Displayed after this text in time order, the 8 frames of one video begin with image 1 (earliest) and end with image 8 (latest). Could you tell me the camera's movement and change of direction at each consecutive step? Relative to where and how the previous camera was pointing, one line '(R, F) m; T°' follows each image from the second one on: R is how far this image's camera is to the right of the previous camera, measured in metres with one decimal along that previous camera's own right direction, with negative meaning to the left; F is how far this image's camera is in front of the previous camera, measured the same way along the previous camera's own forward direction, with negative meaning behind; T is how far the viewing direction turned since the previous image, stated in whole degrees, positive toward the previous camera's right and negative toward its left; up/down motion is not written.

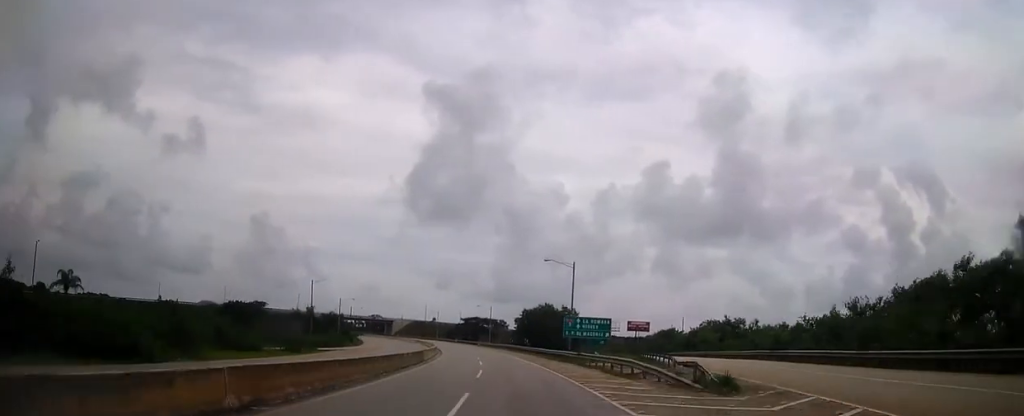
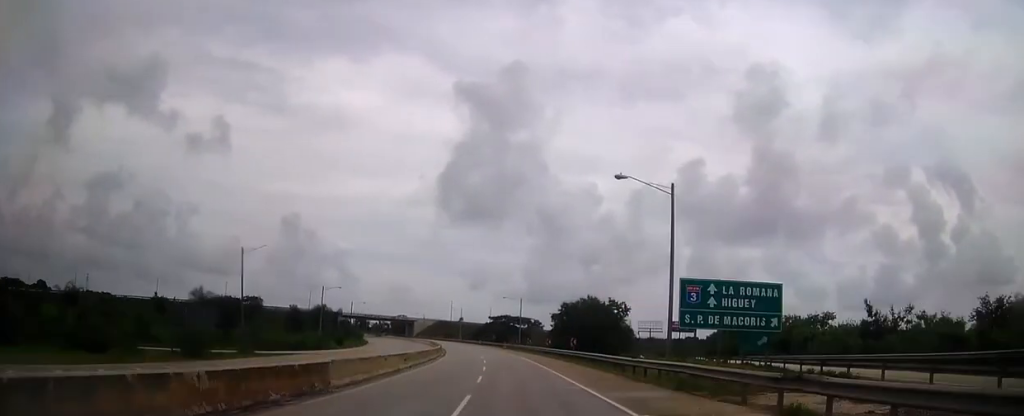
(-1.3, +29.0) m; -3°
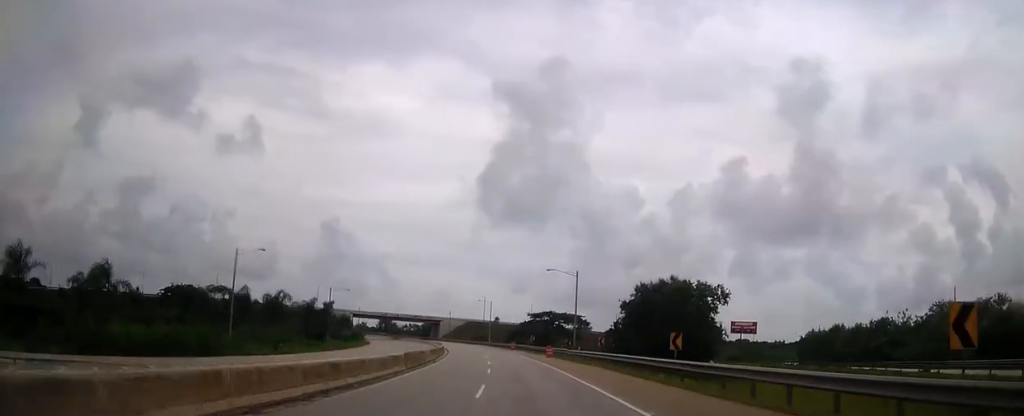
(-0.6, +39.5) m; -4°
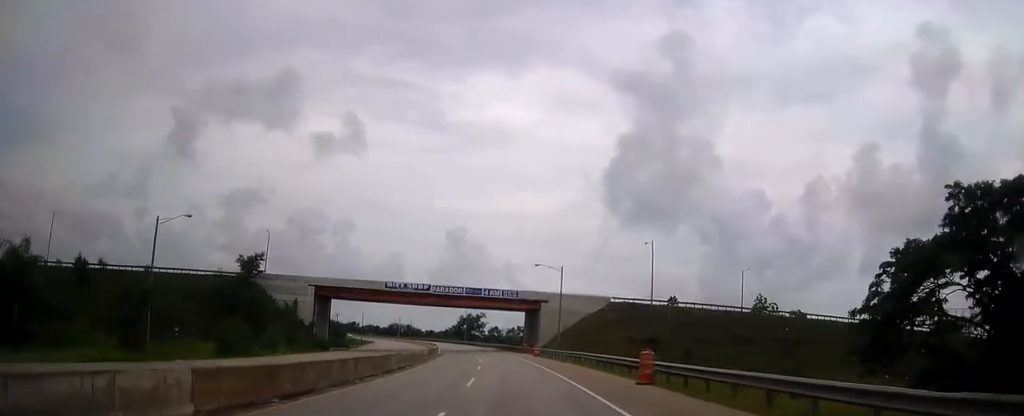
(-15.0, +127.5) m; -13°
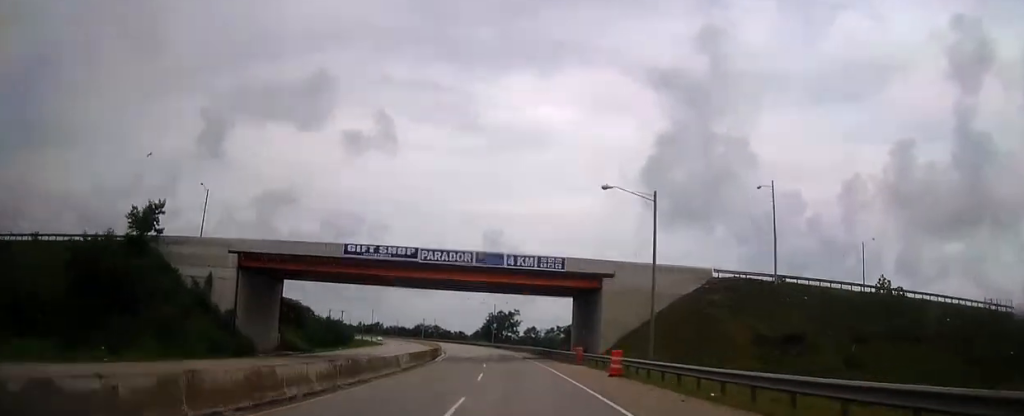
(-1.4, +32.6) m; -3°
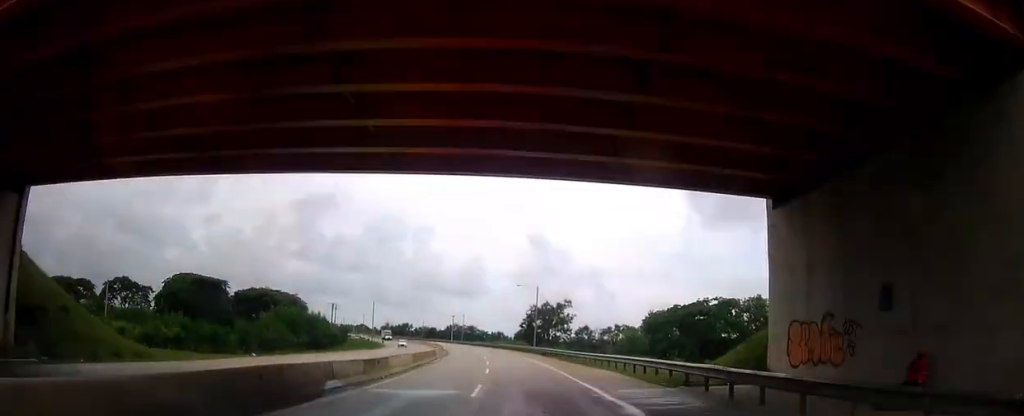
(-0.6, +43.8) m; -5°
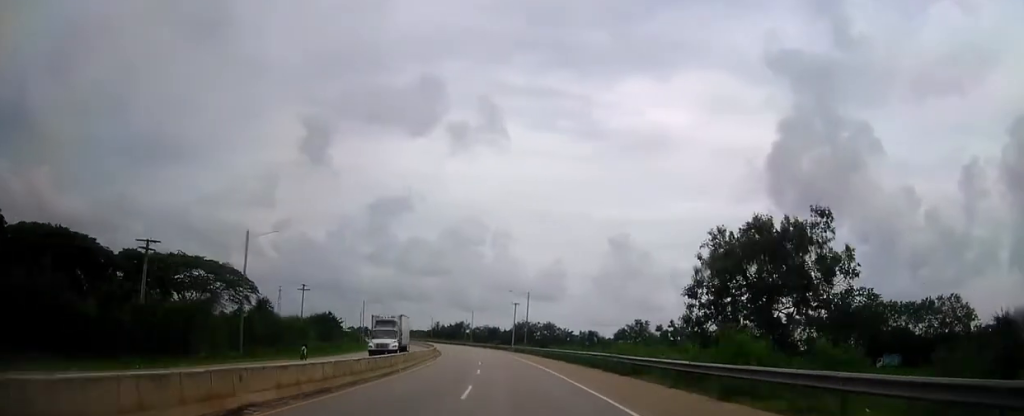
(-7.3, +84.6) m; -8°
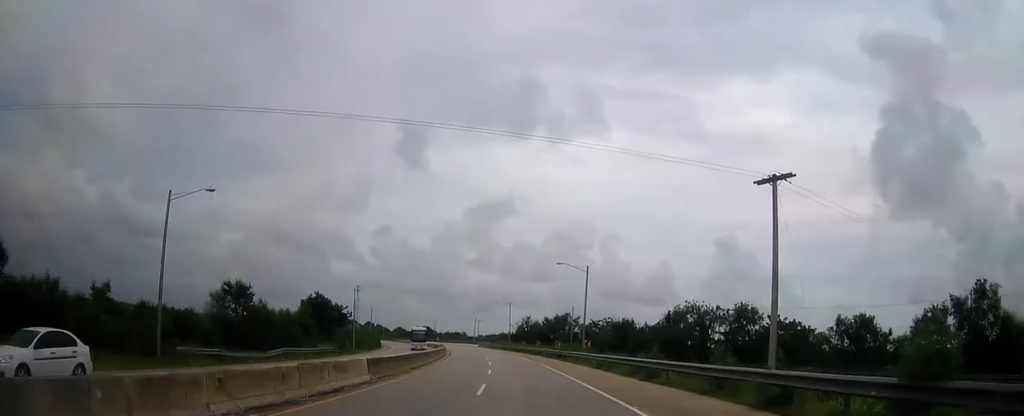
(-7.5, +94.1) m; -9°
